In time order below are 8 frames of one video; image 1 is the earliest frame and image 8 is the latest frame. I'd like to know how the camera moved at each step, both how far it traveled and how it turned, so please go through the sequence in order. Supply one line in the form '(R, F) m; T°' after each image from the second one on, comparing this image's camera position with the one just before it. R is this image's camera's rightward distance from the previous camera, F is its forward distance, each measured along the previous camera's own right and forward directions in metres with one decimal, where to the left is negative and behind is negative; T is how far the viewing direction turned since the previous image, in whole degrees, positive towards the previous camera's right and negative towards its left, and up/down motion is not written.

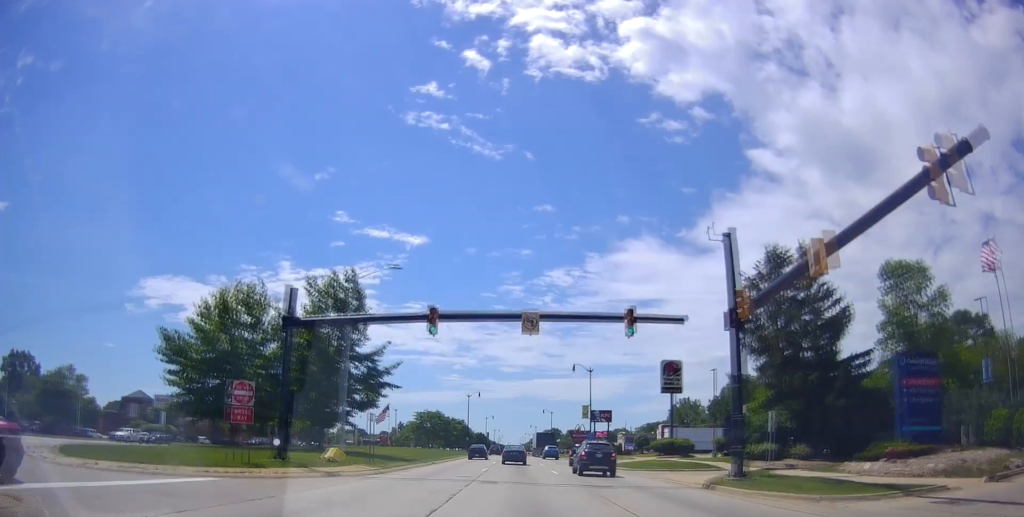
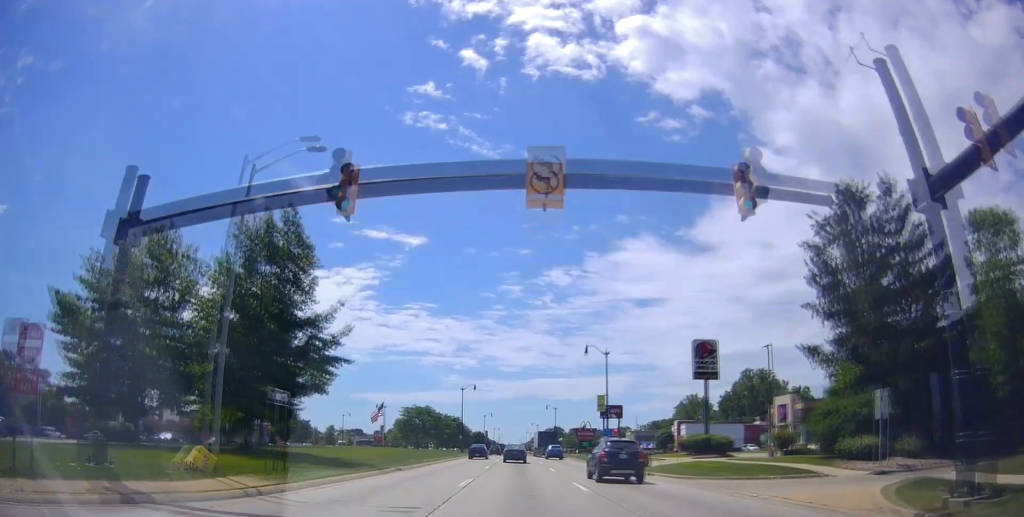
(-0.1, +12.4) m; -1°
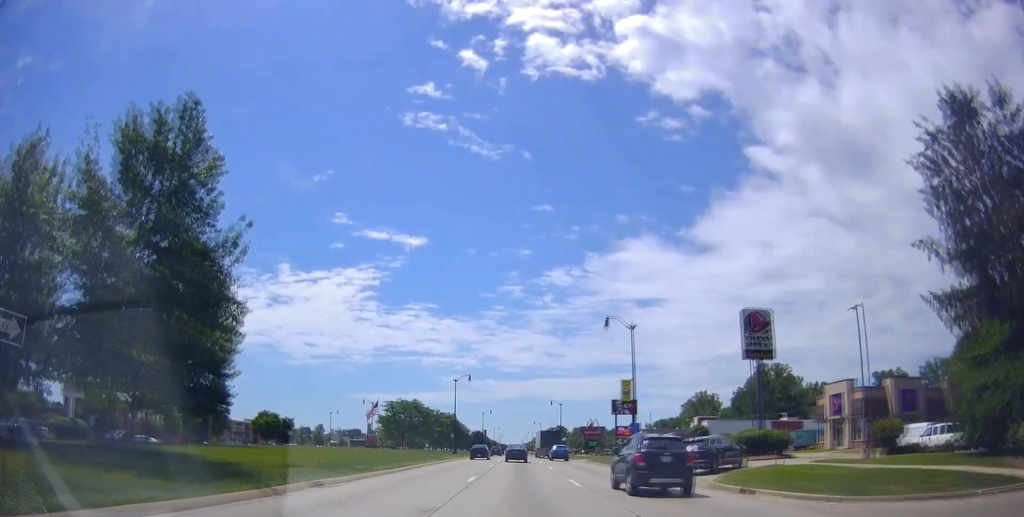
(-0.4, +12.4) m; -1°
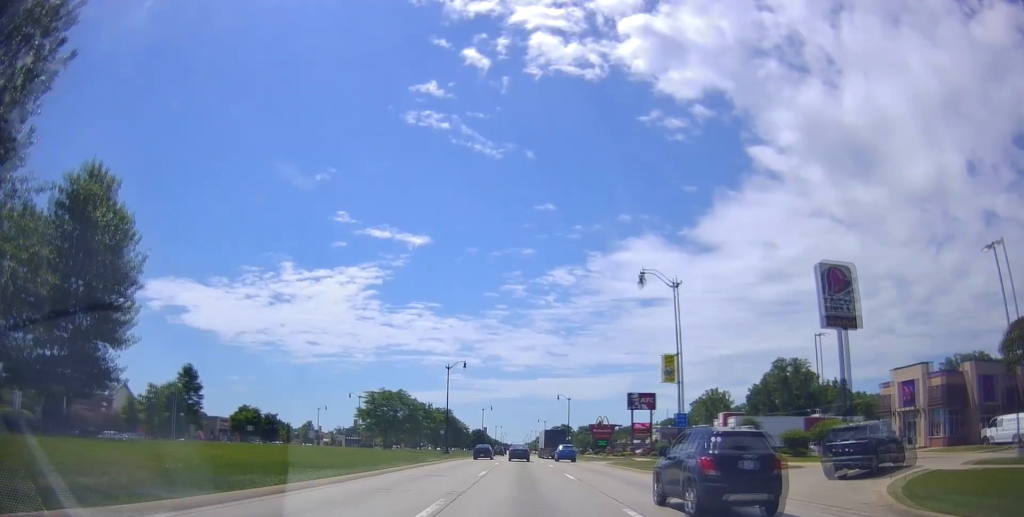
(+0.2, +11.7) m; +1°
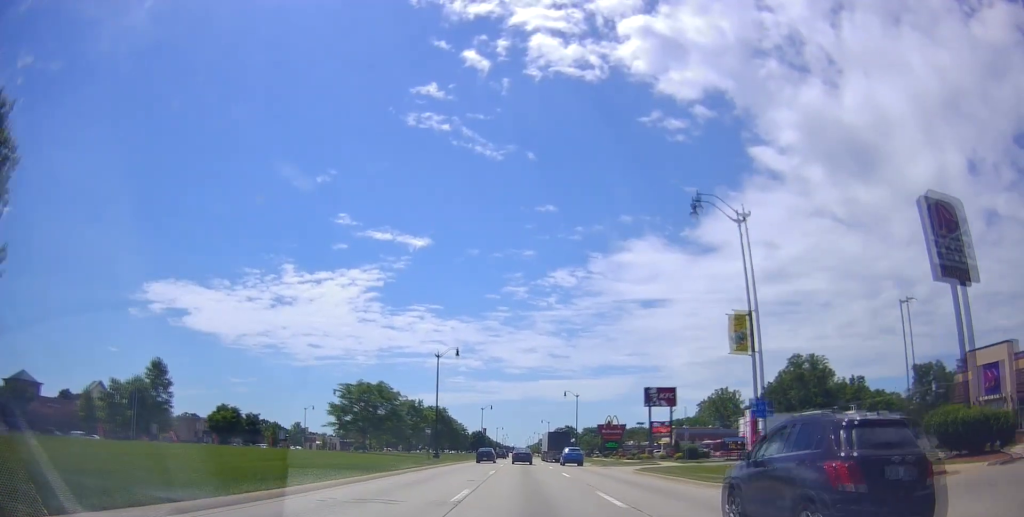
(+0.1, +10.4) m; +1°
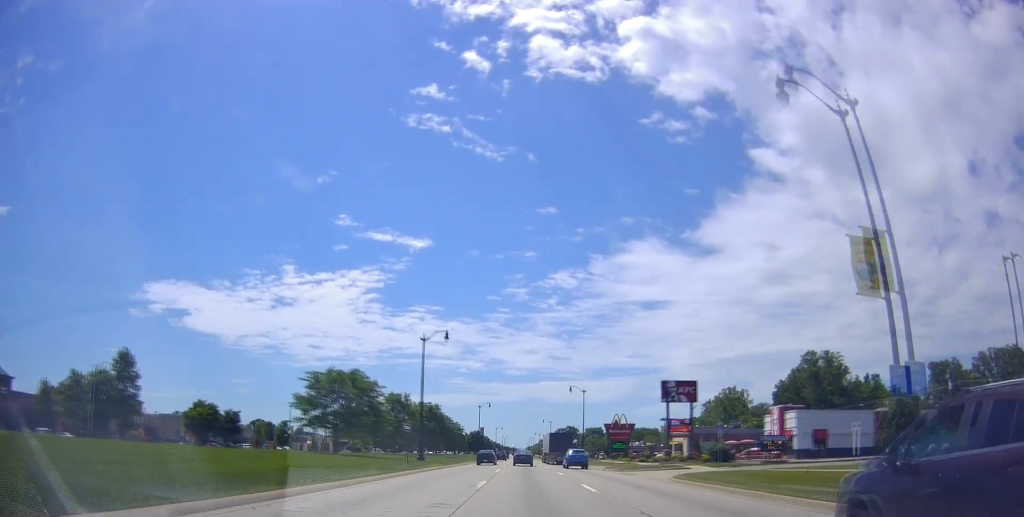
(0.0, +9.1) m; 0°
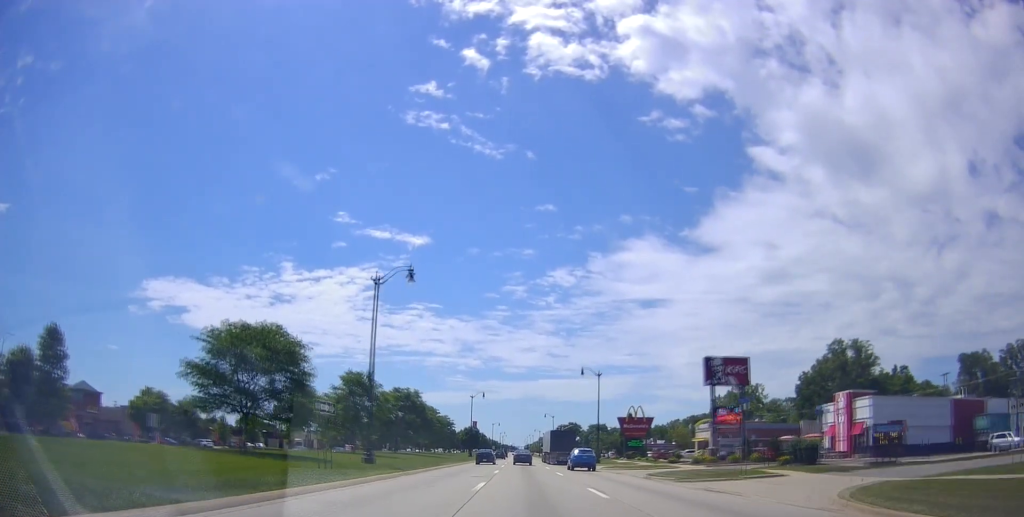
(0.0, +16.4) m; 0°
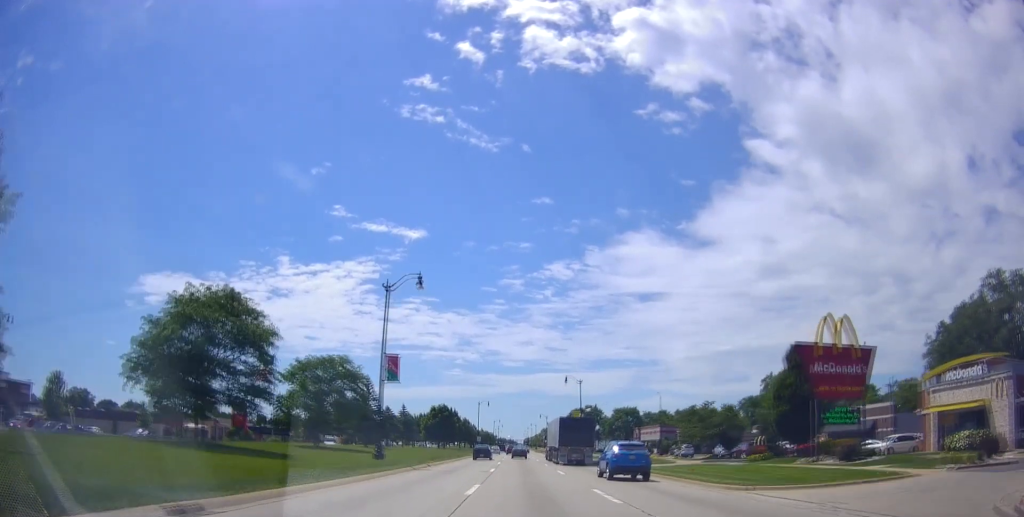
(+0.3, +64.5) m; +1°
